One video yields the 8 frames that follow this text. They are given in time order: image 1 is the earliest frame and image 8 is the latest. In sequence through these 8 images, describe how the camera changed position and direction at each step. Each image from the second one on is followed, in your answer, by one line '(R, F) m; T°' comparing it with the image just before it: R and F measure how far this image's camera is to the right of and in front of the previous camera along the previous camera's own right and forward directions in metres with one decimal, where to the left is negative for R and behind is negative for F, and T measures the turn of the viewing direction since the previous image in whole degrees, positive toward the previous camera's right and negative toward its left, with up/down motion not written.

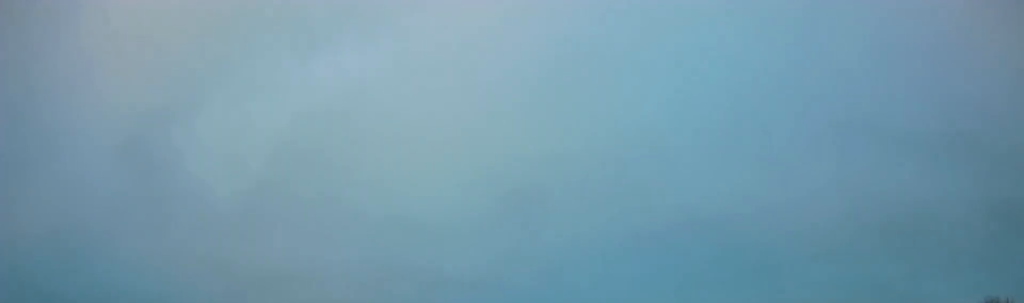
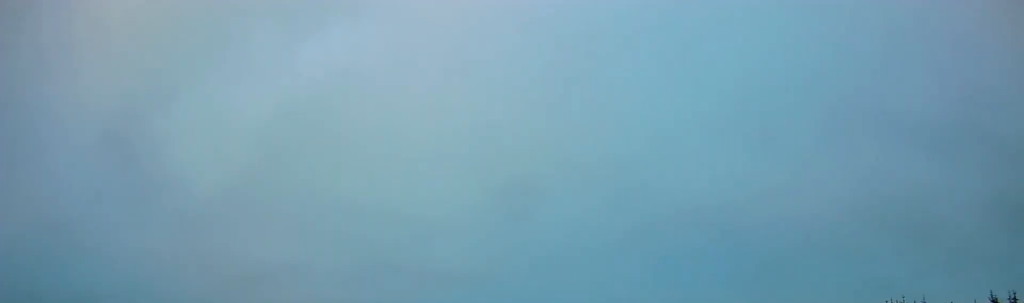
(+0.1, +29.6) m; +1°
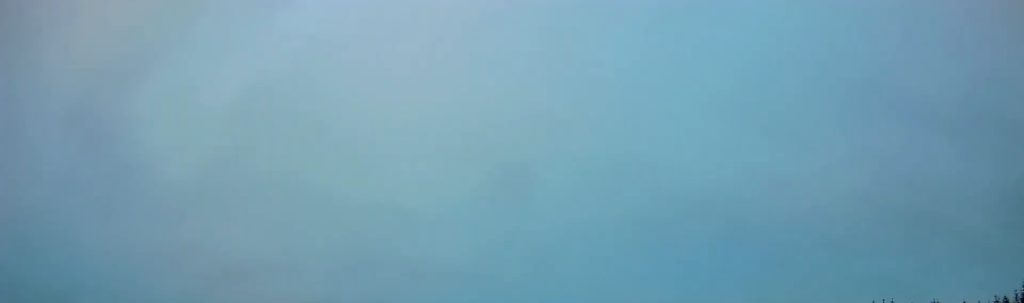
(+0.3, +49.1) m; +1°
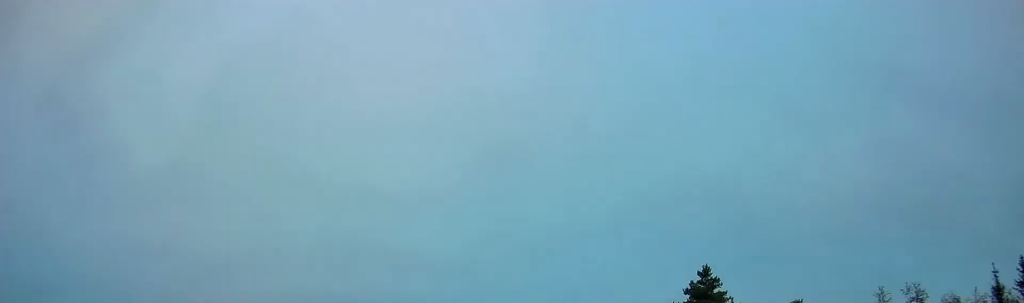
(+0.3, +42.5) m; 0°
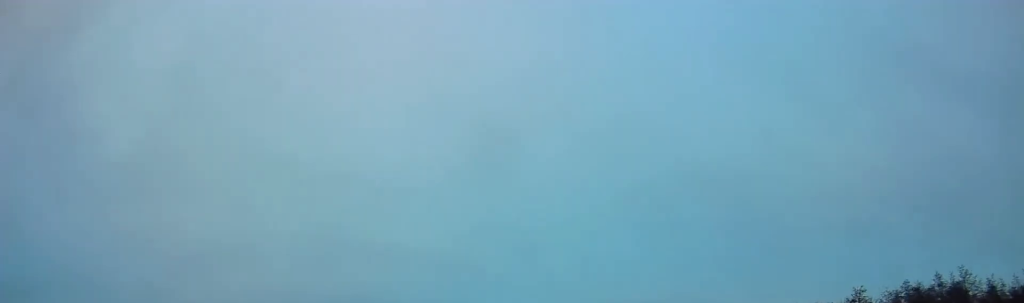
(+0.2, +47.9) m; +1°
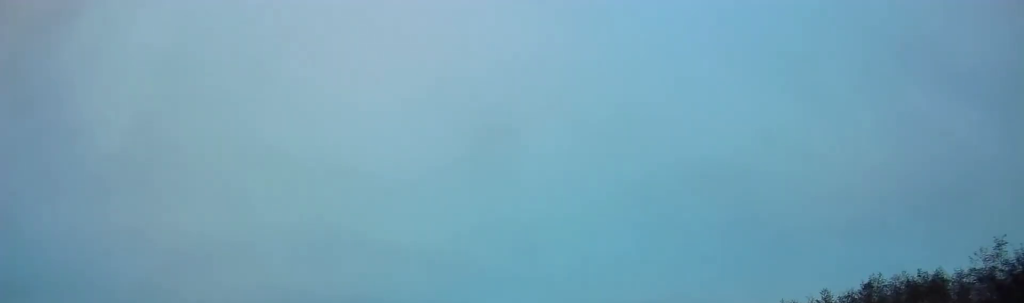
(0.0, +20.3) m; 0°
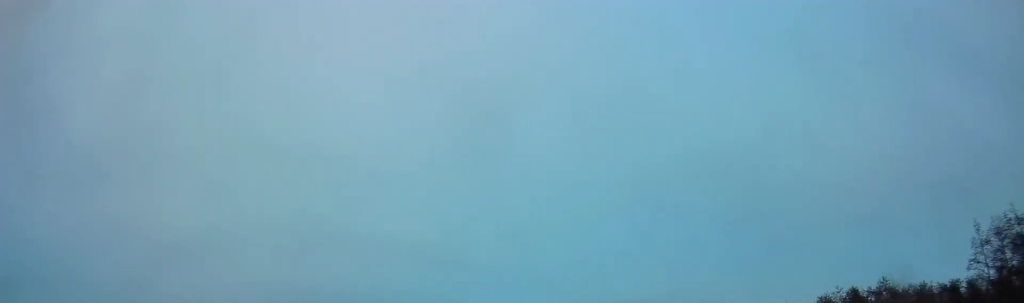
(+0.2, +37.7) m; +1°
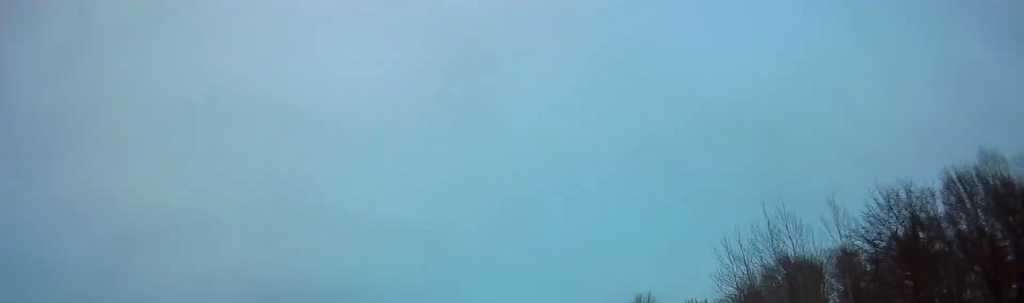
(+0.8, +88.8) m; +1°
